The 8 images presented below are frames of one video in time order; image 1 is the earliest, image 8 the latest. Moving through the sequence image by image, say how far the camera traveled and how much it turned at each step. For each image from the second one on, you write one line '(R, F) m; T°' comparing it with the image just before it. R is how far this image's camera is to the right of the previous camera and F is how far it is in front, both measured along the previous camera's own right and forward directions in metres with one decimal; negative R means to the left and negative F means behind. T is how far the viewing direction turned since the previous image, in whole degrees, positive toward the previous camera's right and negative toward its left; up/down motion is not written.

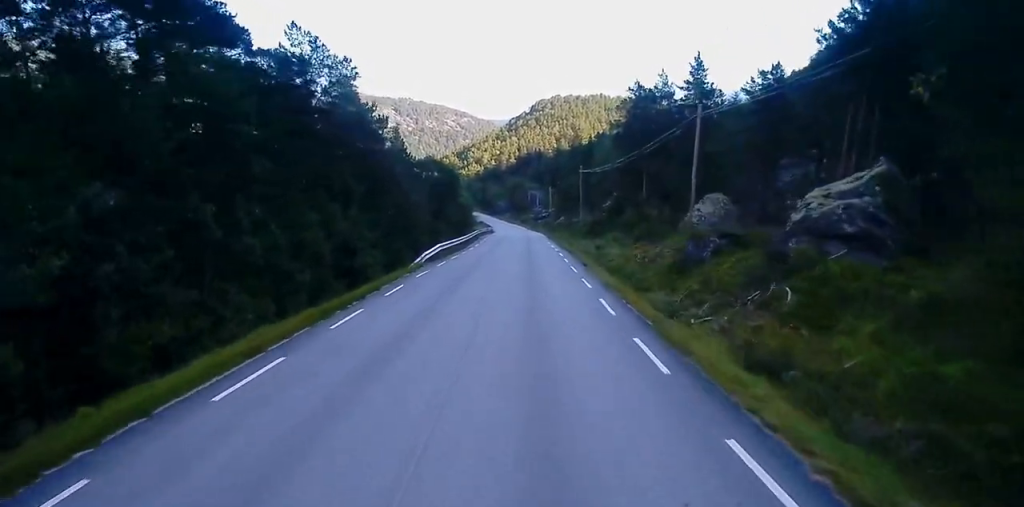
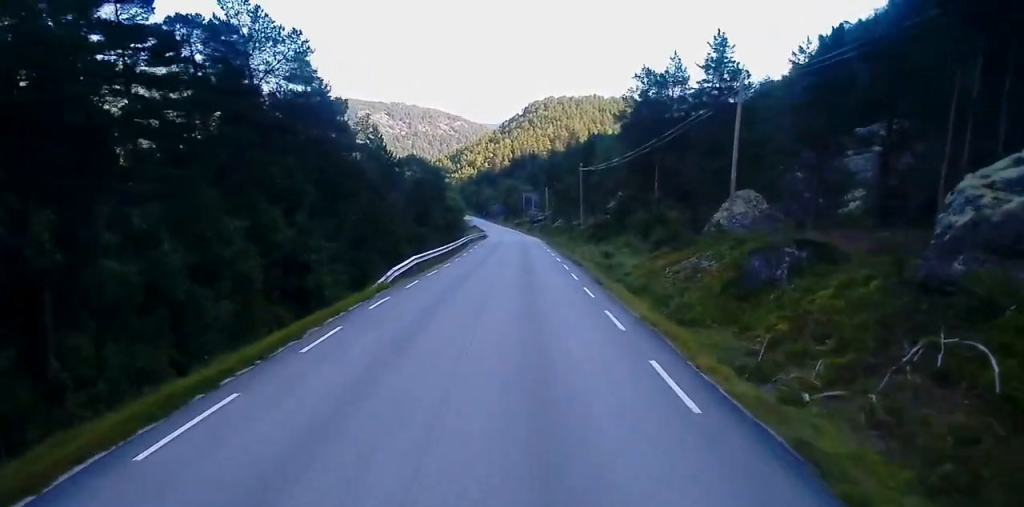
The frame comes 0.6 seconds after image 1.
(0.0, +8.2) m; +1°
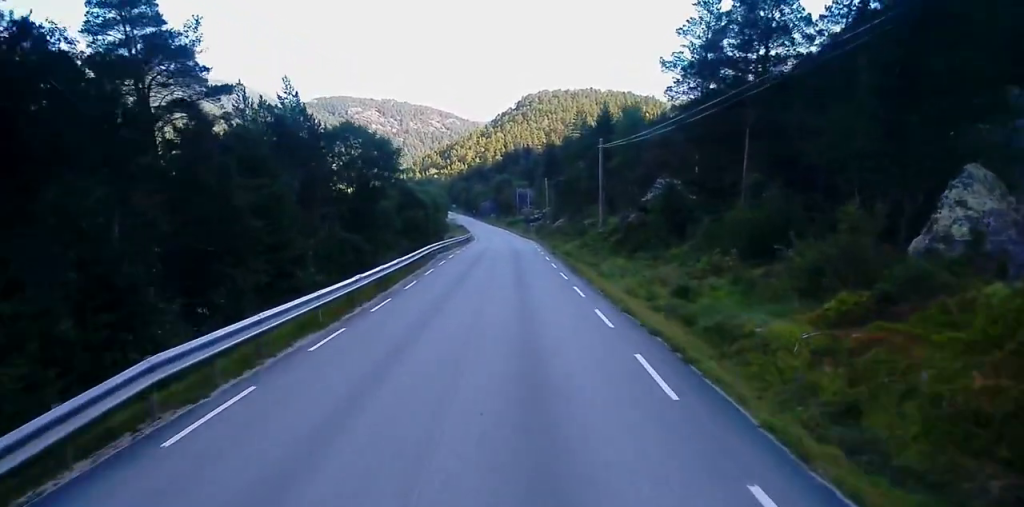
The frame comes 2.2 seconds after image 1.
(-0.2, +23.7) m; -1°
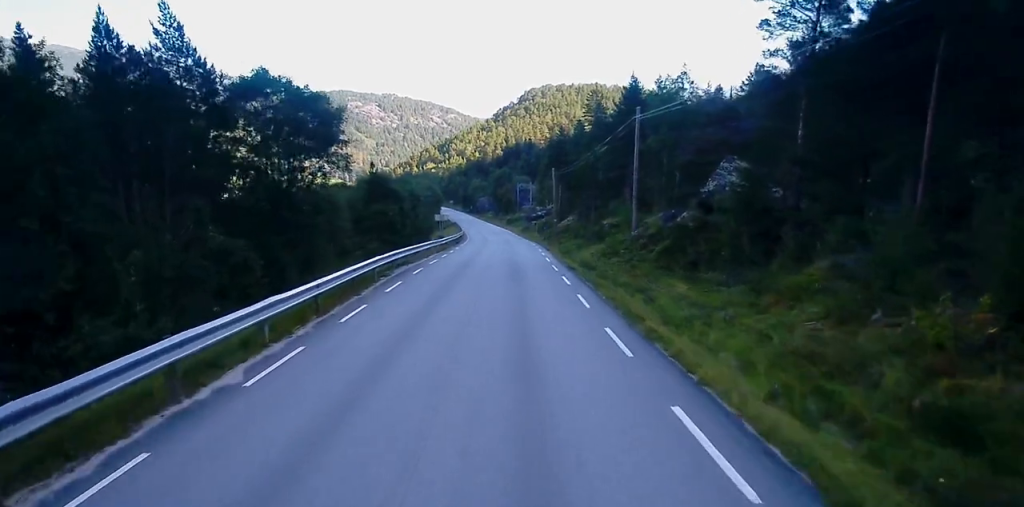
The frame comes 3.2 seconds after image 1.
(0.0, +15.6) m; 0°
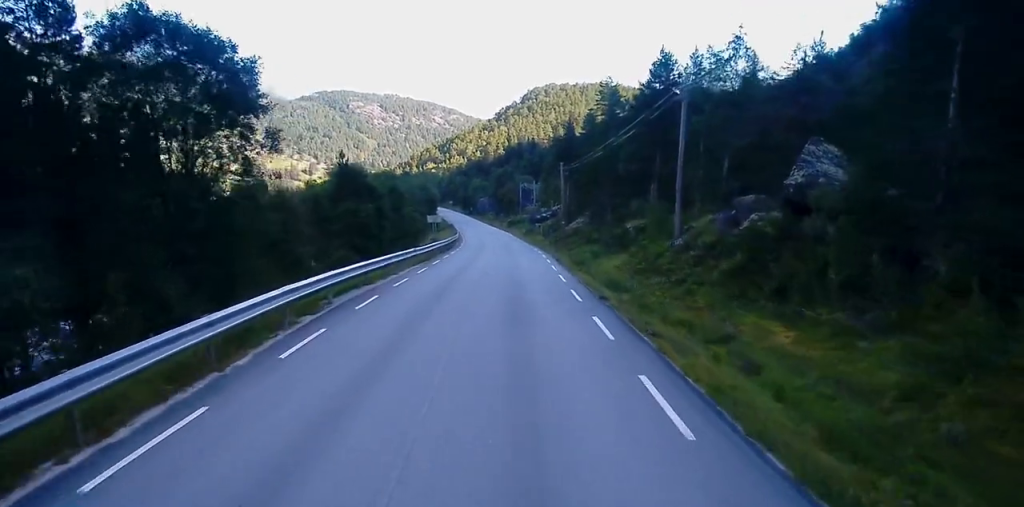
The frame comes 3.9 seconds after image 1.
(+0.1, +10.4) m; 0°
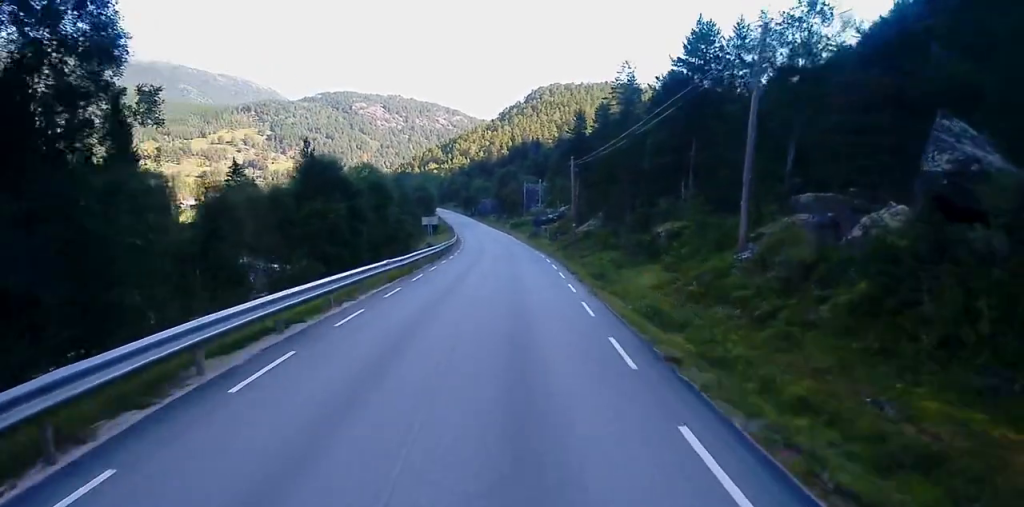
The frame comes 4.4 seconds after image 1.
(-0.2, +8.5) m; -1°
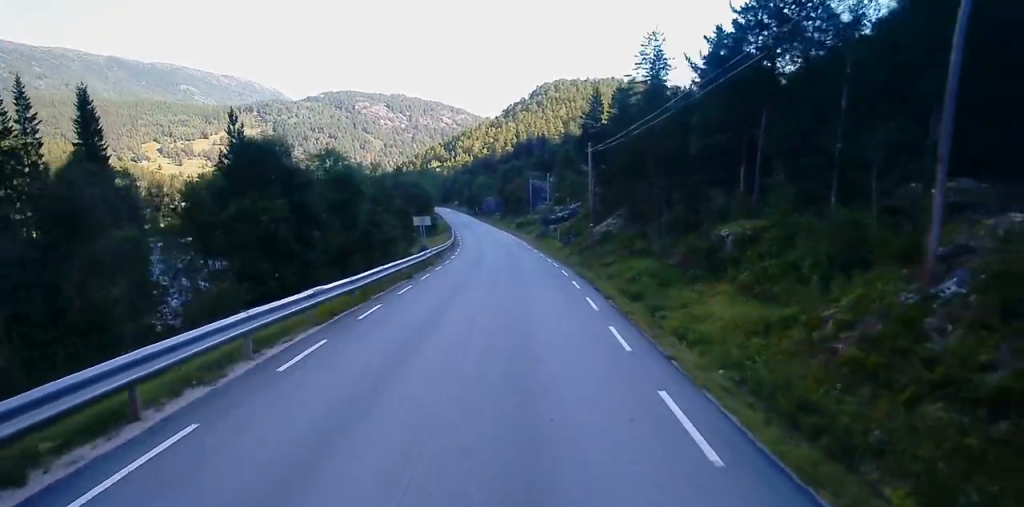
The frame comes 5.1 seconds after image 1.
(0.0, +10.4) m; 0°
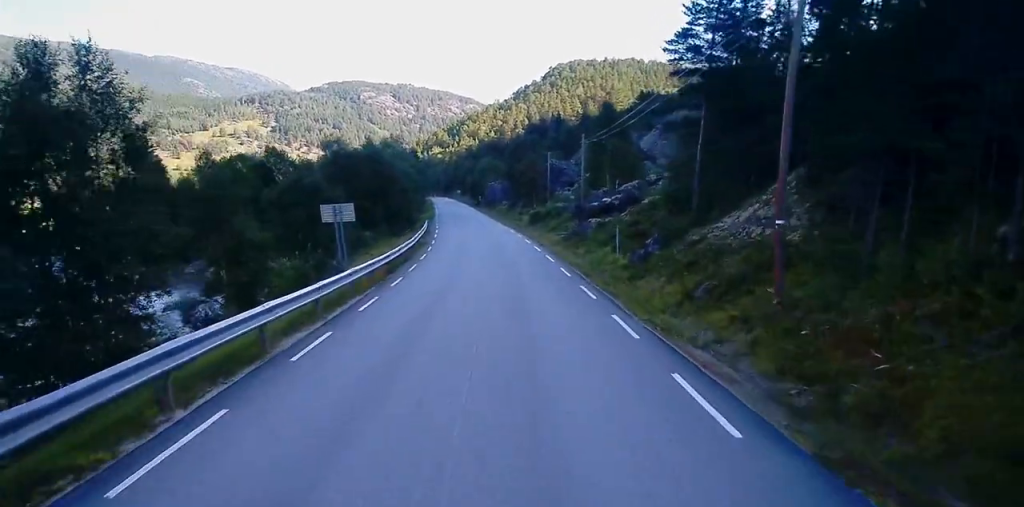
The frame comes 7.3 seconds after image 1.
(+0.2, +35.4) m; 0°
